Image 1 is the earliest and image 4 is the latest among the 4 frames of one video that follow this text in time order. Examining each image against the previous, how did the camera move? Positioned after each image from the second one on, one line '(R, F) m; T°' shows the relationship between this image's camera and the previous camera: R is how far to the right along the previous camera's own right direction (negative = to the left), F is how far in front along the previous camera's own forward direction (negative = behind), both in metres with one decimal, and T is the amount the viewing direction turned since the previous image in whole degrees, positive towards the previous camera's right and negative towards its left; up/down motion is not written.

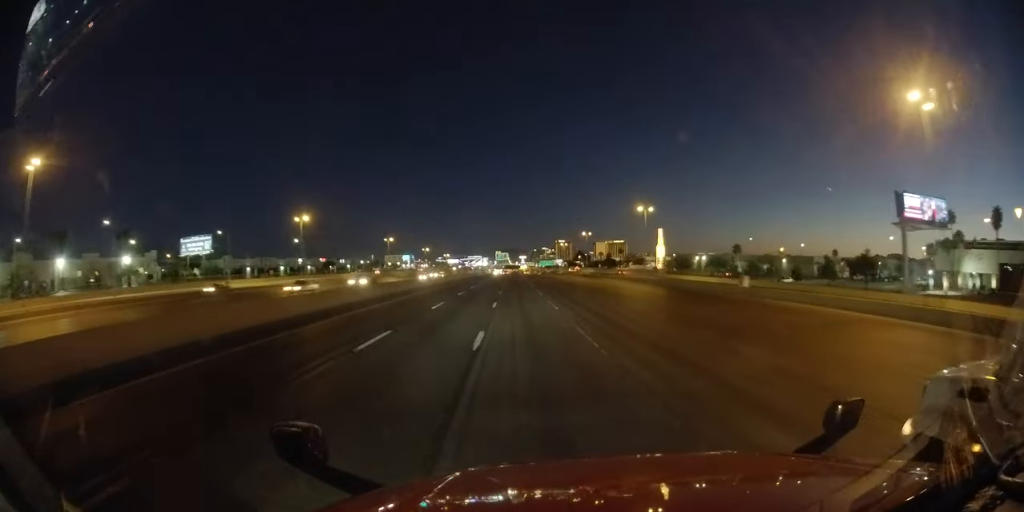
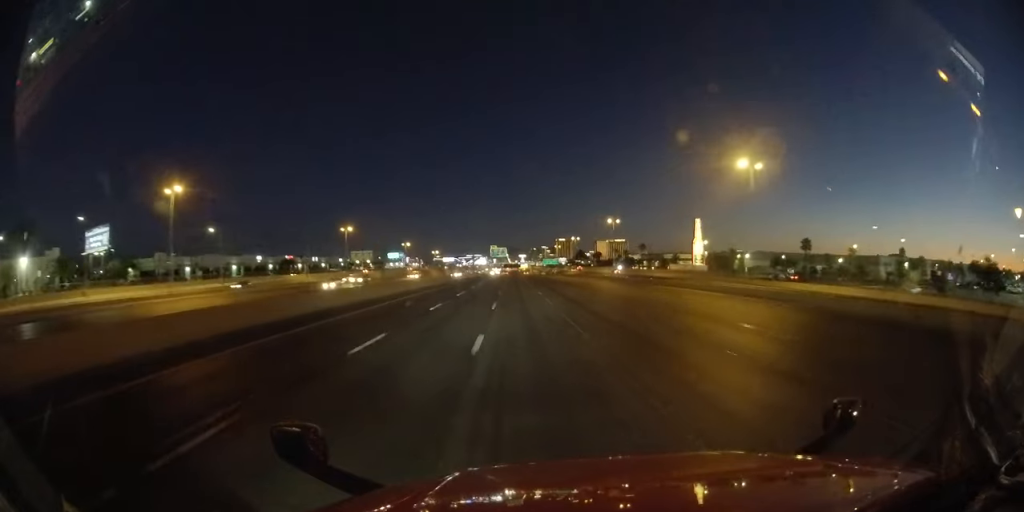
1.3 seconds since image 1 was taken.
(0.0, +37.1) m; 0°
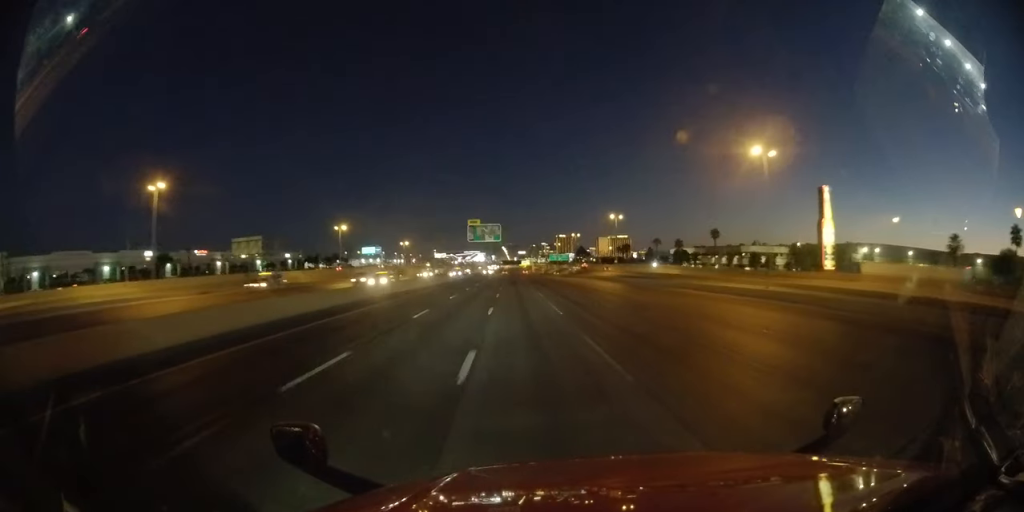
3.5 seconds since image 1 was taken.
(+0.8, +64.5) m; 0°
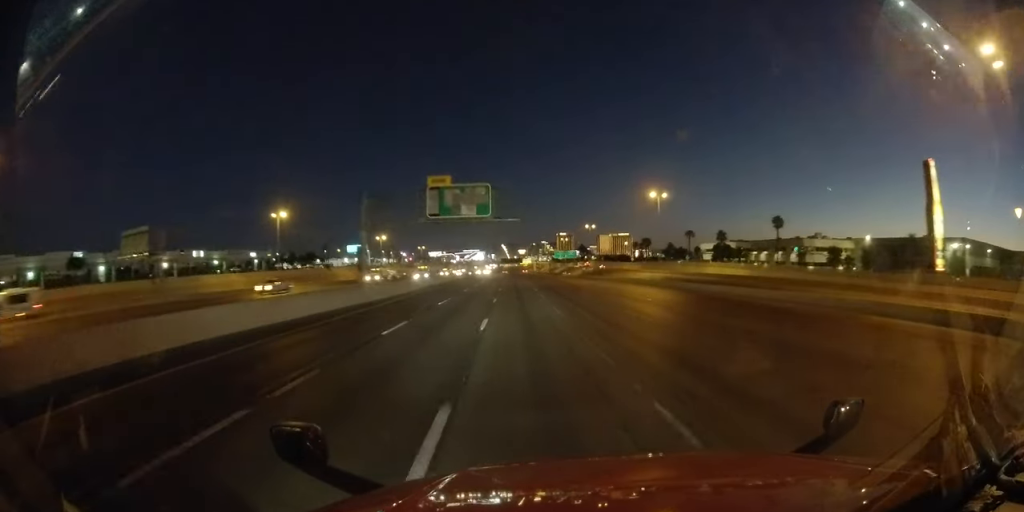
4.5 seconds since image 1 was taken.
(-0.3, +29.6) m; -1°
